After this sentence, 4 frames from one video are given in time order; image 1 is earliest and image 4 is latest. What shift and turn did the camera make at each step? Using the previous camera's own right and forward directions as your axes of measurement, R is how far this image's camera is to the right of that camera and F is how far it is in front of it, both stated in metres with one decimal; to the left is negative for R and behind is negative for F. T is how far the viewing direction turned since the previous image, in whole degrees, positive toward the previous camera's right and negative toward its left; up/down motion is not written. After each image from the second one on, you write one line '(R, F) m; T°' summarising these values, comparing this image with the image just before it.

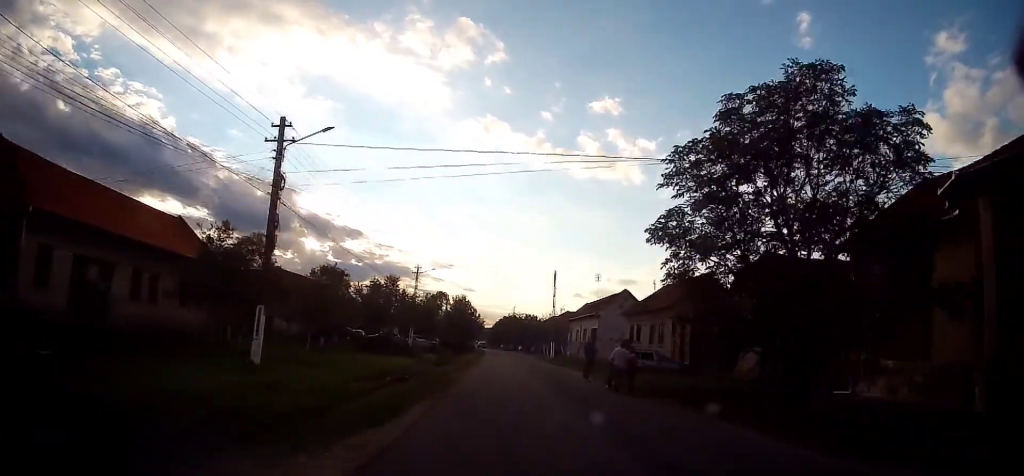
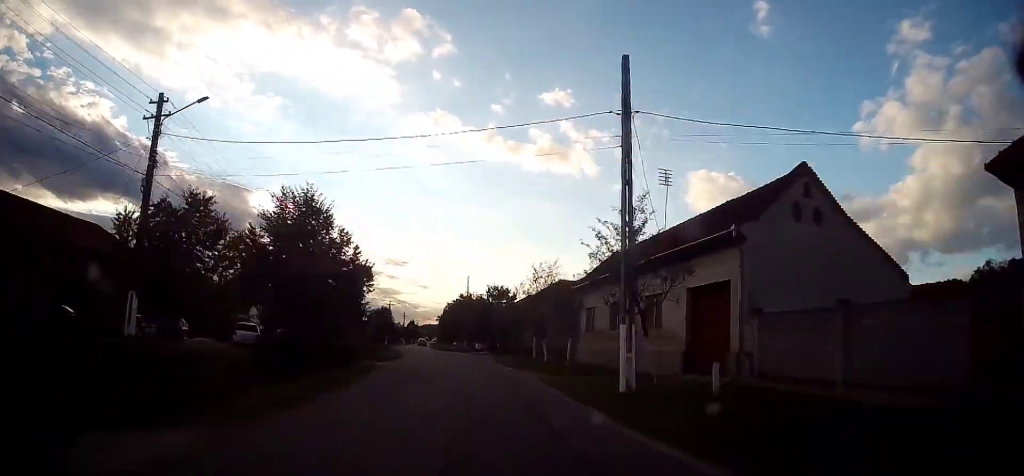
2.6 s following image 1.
(+2.0, +38.4) m; +6°
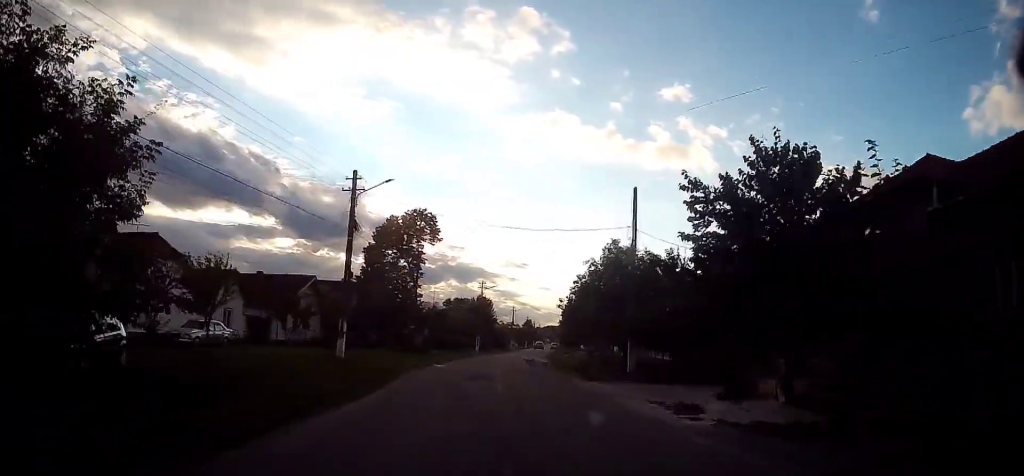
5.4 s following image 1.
(-2.4, +36.2) m; -12°
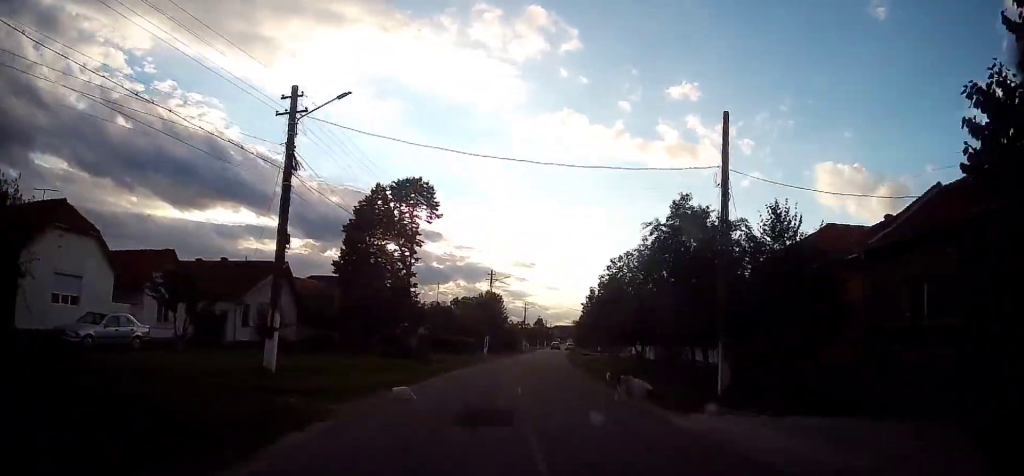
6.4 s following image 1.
(-0.5, +9.8) m; -1°
